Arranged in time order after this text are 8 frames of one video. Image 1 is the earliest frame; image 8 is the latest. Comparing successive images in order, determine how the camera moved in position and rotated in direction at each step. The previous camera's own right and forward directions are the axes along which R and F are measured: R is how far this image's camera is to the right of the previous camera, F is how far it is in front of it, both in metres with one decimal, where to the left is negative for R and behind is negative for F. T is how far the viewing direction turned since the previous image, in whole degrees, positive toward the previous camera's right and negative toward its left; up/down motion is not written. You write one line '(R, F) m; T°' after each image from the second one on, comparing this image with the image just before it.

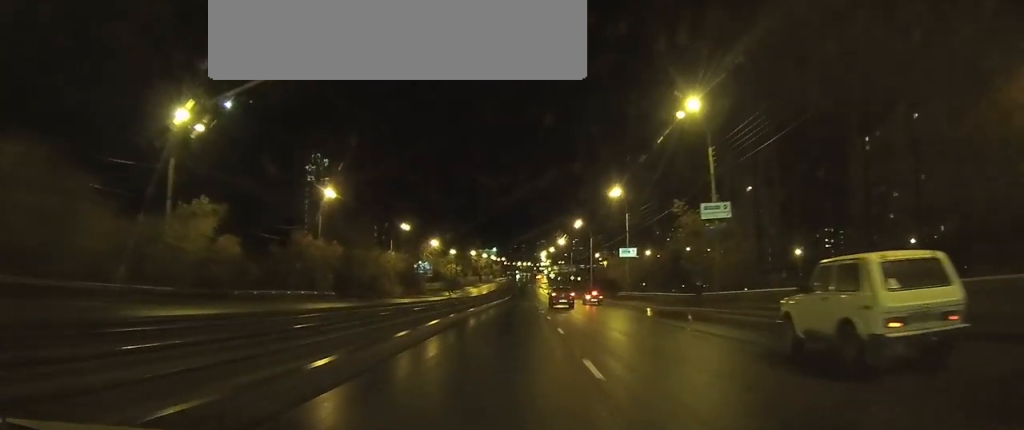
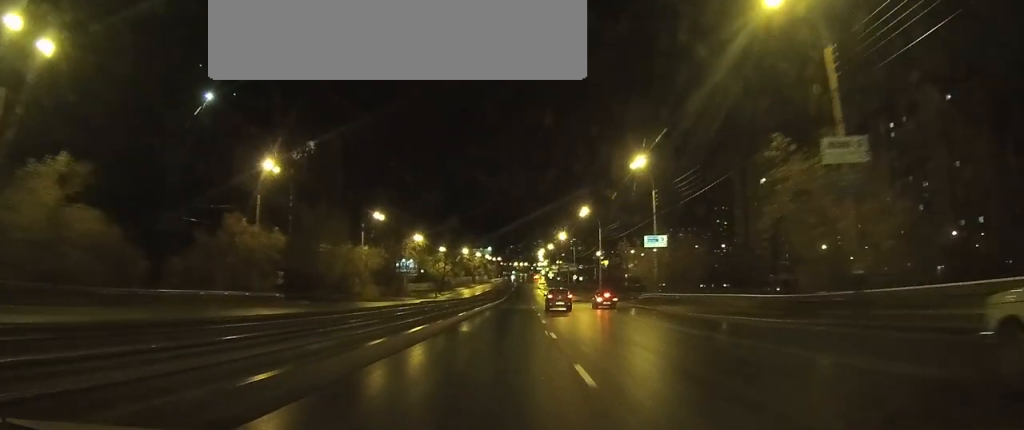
(0.0, +17.0) m; 0°
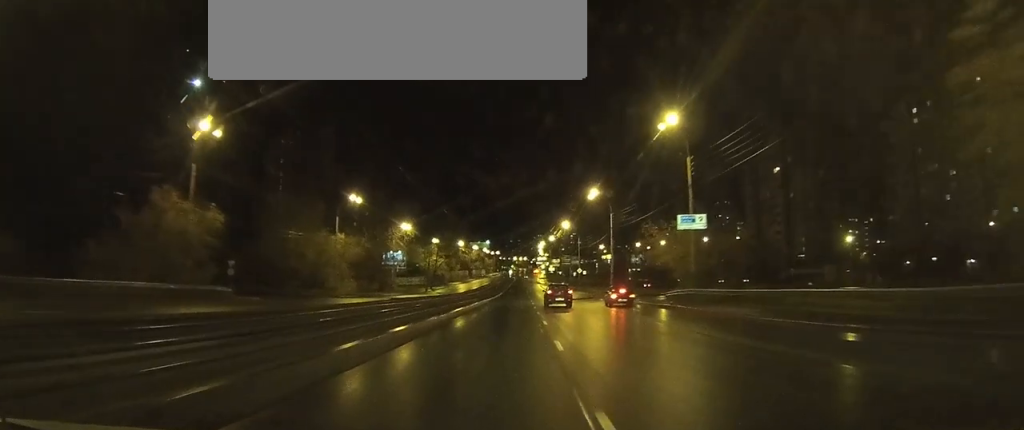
(0.0, +12.3) m; 0°
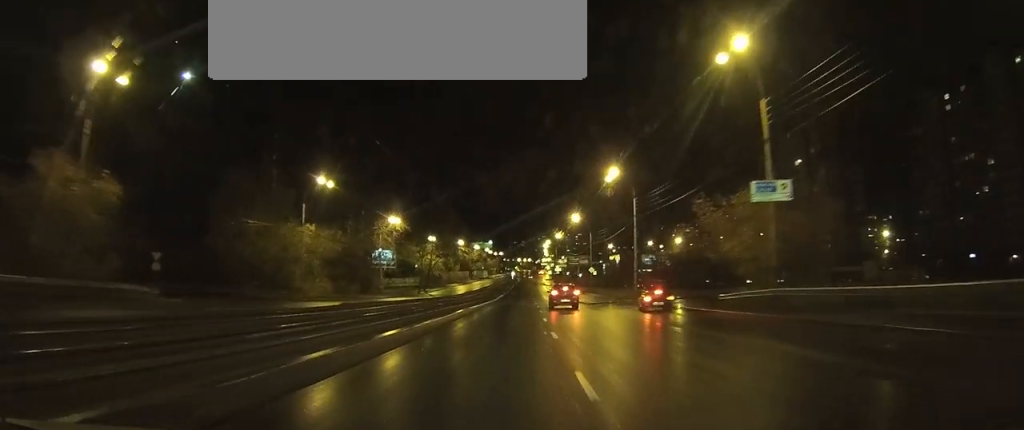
(0.0, +13.6) m; 0°
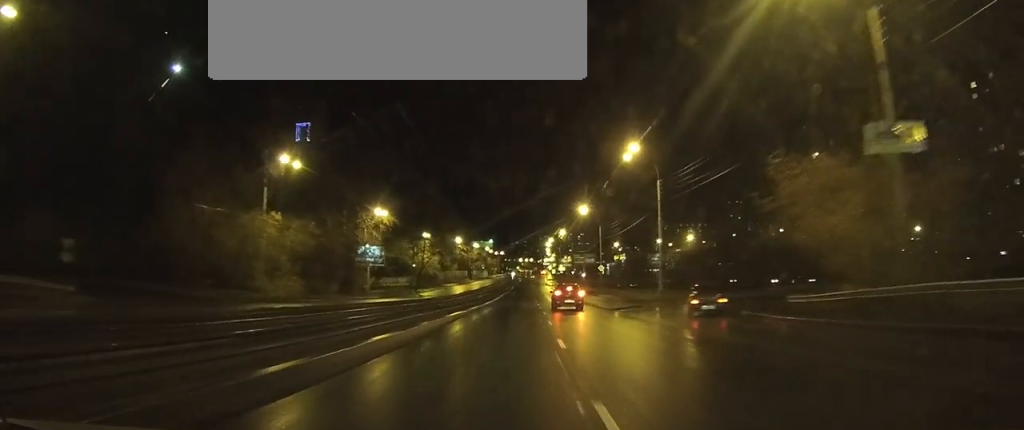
(0.0, +10.6) m; 0°
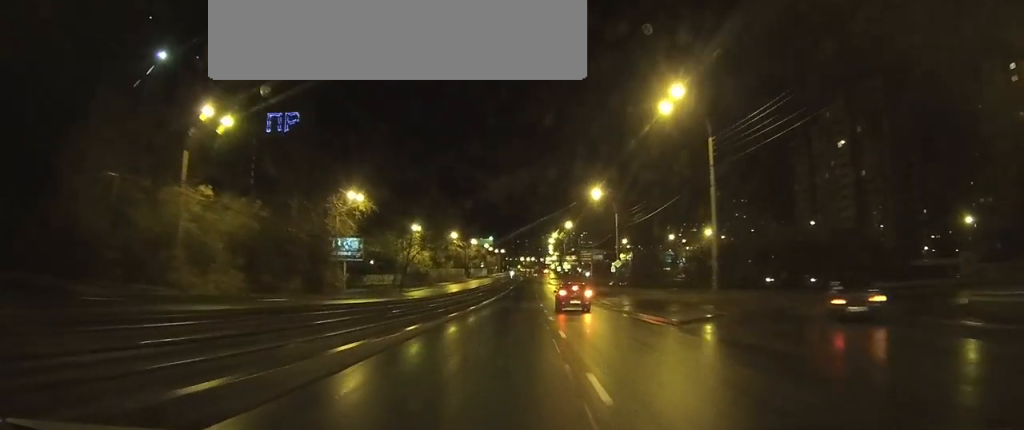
(0.0, +14.5) m; 0°
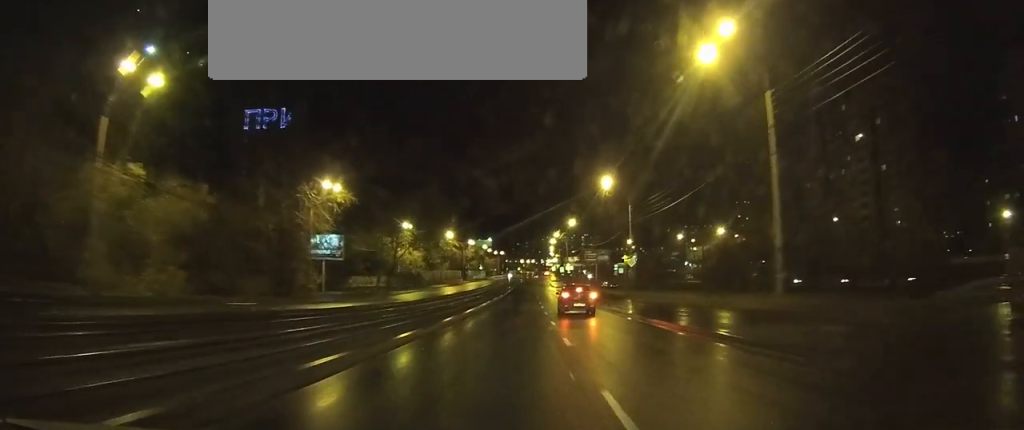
(0.0, +9.5) m; 0°
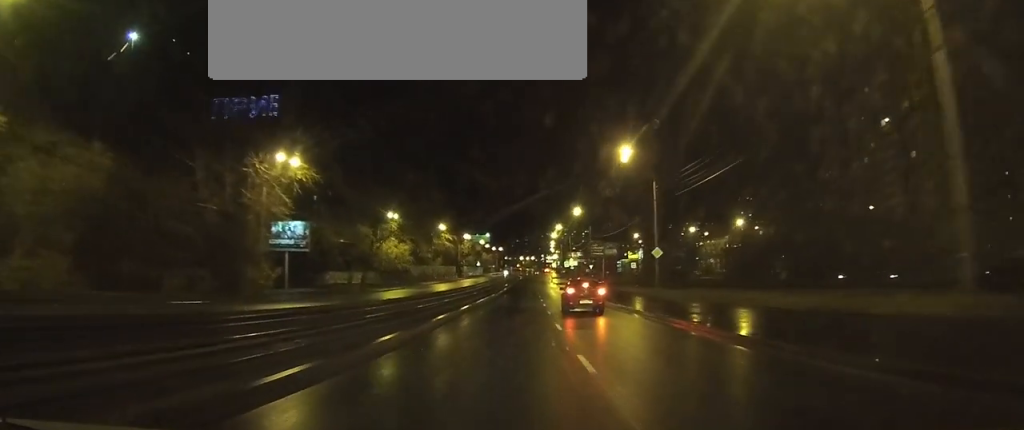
(0.0, +12.7) m; 0°
